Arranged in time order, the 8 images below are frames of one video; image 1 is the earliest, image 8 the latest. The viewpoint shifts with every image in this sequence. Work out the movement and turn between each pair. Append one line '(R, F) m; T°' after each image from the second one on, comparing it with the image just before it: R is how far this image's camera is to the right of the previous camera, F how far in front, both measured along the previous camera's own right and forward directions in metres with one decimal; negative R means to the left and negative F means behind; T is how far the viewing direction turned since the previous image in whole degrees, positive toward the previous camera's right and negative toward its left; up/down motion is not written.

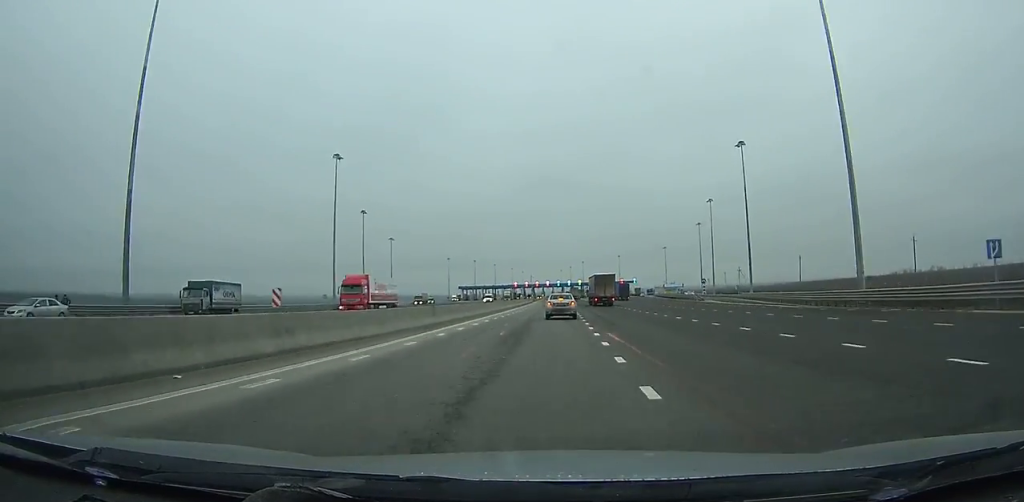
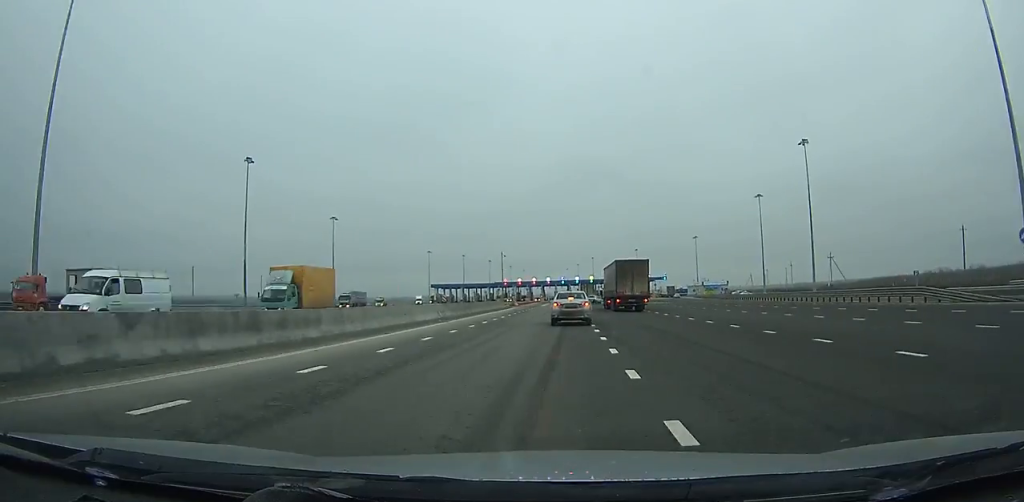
(-0.2, +59.5) m; 0°
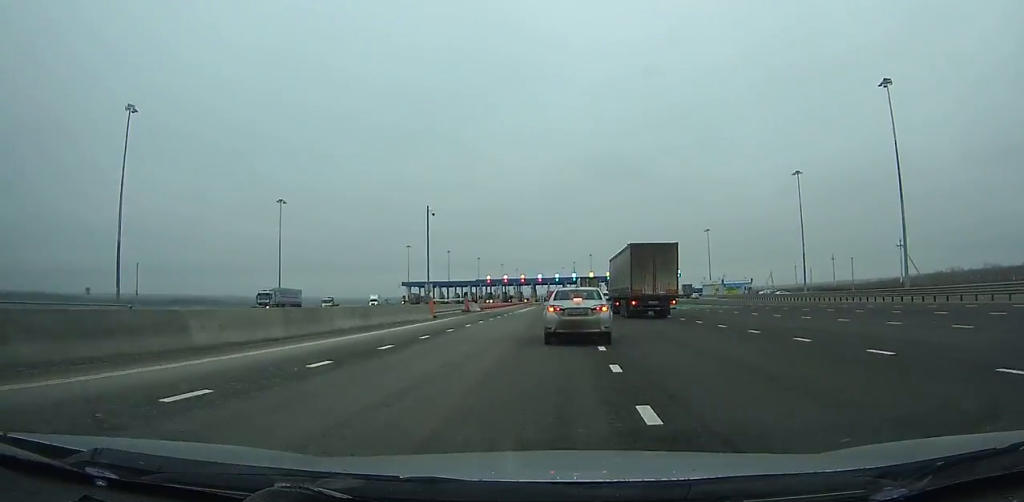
(+0.1, +27.6) m; +1°
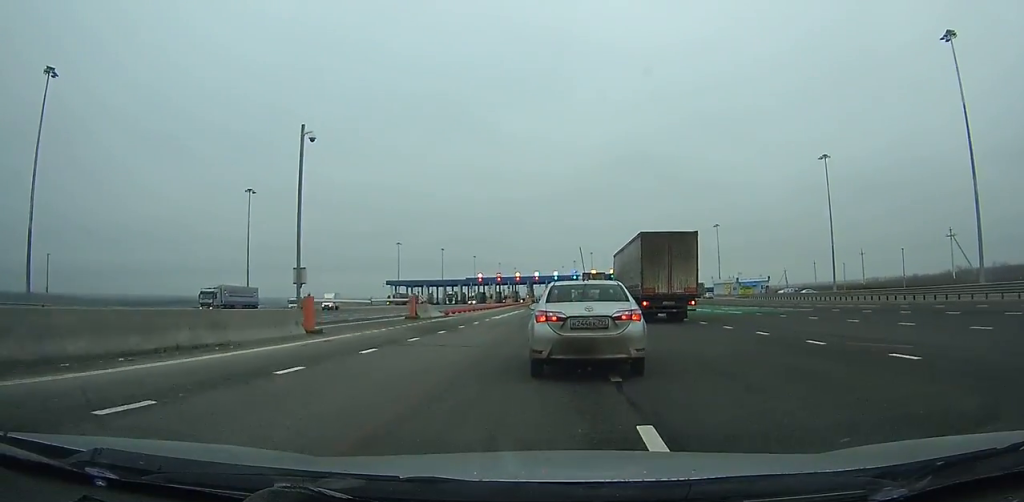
(+0.1, +16.7) m; -1°
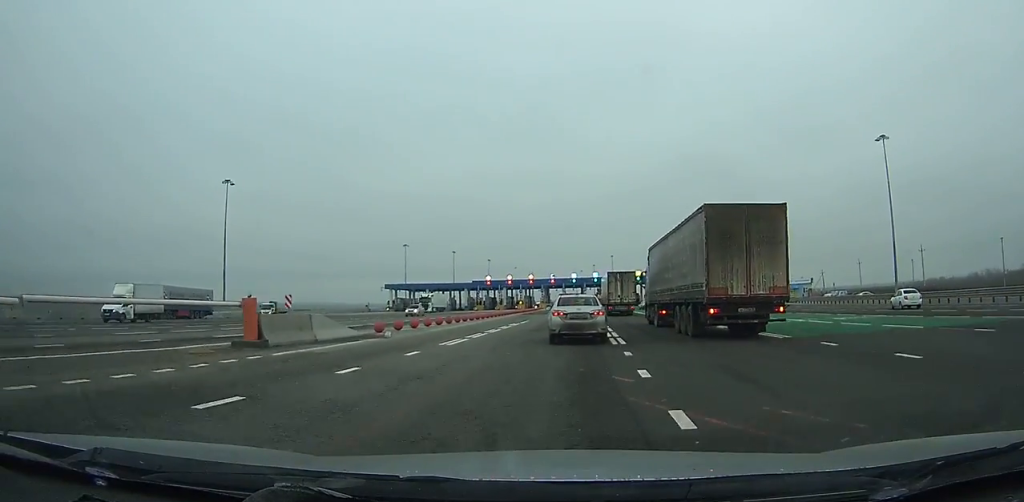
(-0.6, +25.4) m; -2°
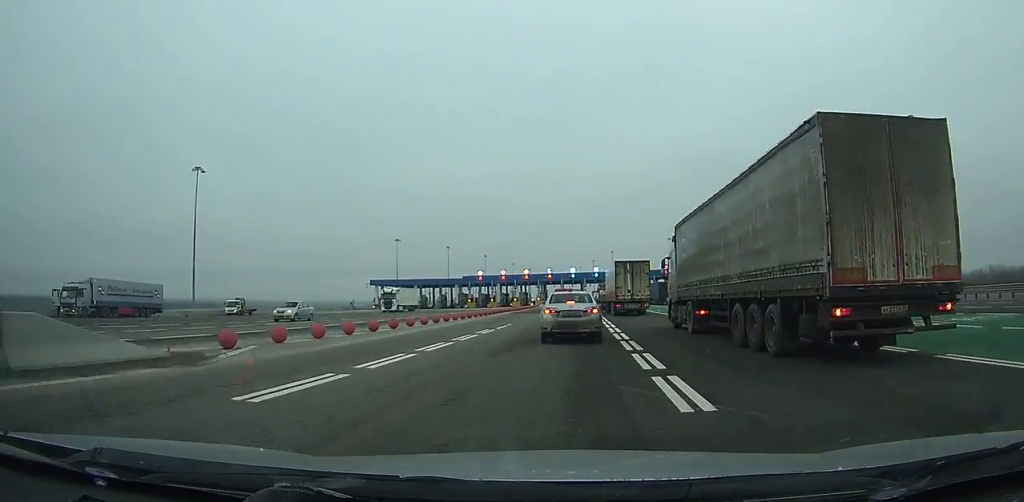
(0.0, +7.3) m; 0°
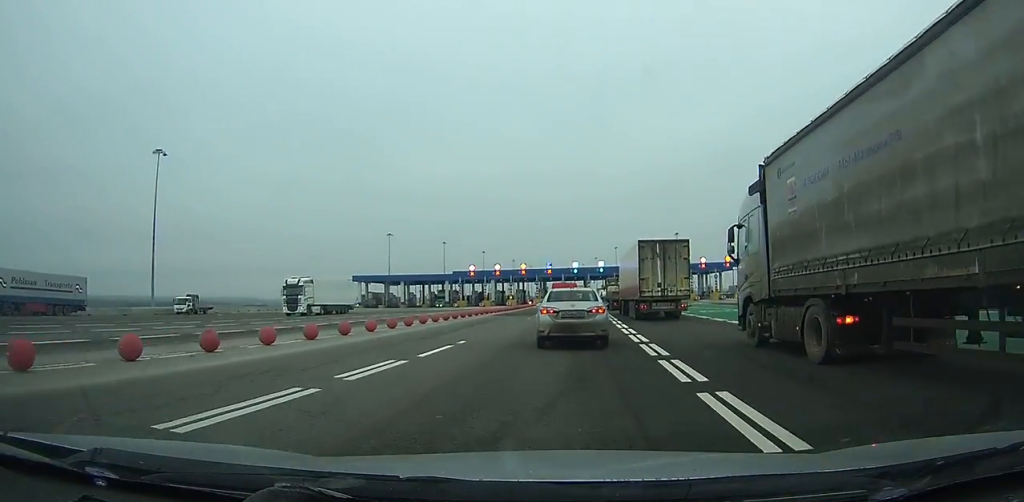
(-0.1, +8.7) m; 0°
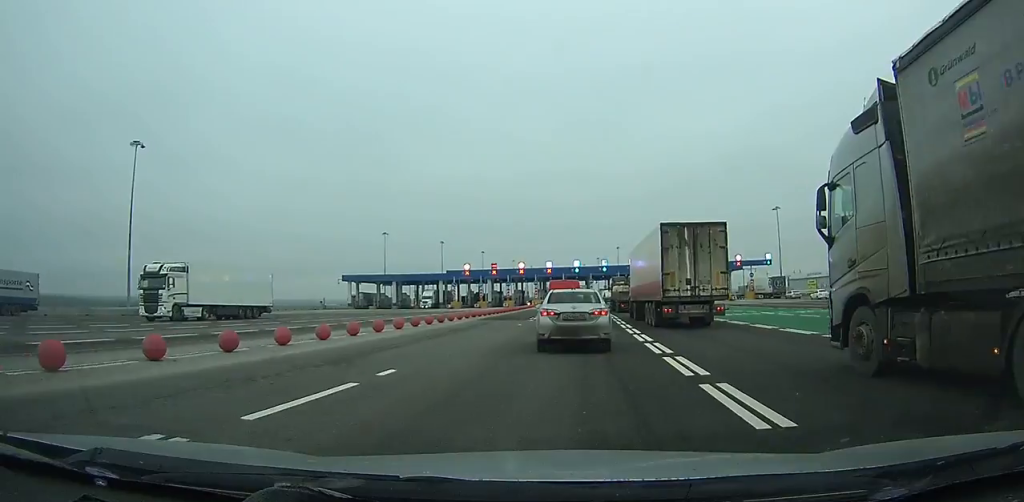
(0.0, +5.4) m; 0°
